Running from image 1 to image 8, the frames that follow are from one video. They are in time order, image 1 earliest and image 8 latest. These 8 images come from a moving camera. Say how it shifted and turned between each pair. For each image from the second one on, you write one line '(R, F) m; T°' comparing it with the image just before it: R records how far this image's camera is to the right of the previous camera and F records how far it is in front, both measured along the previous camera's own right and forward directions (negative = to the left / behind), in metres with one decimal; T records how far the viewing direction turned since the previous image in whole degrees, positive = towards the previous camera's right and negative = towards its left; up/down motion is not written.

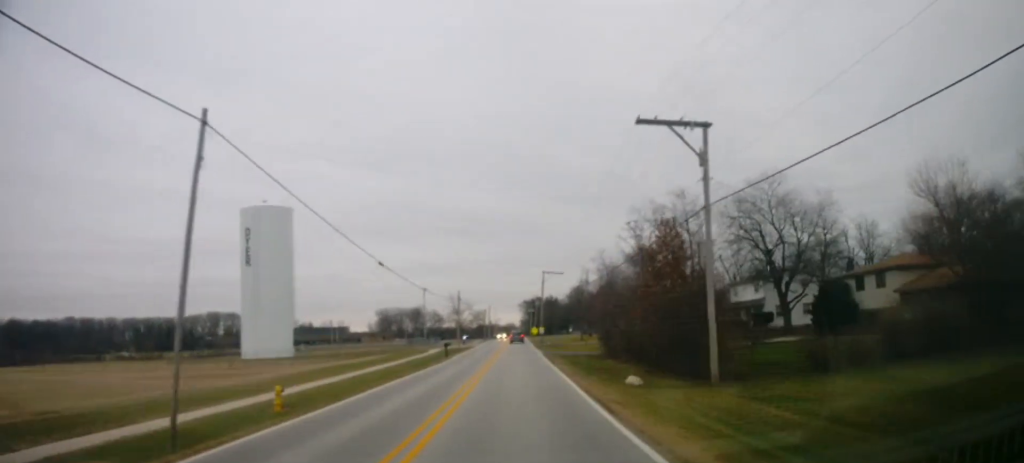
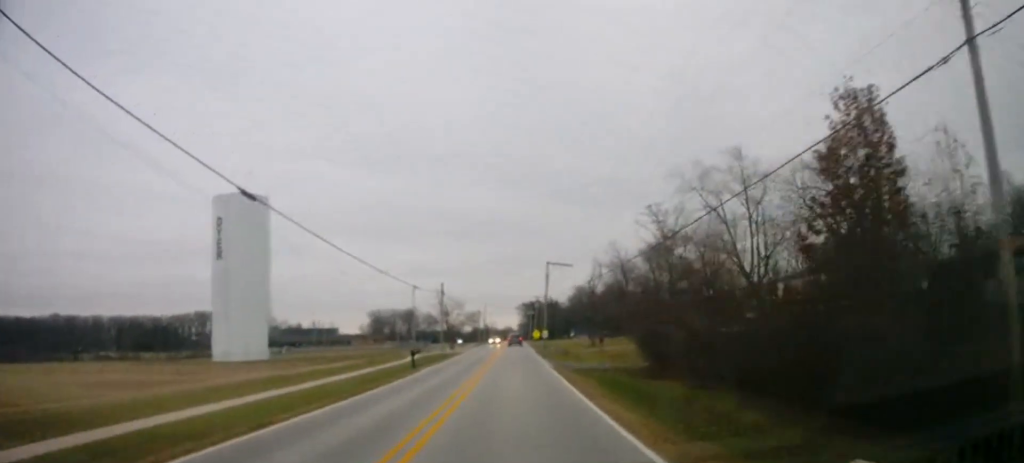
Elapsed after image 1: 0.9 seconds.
(0.0, +15.3) m; 0°
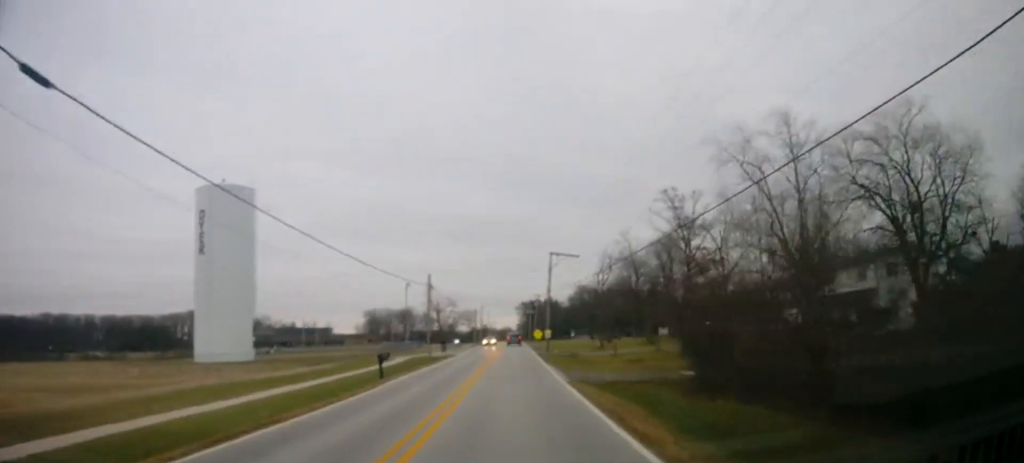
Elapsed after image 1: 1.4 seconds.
(0.0, +8.3) m; 0°
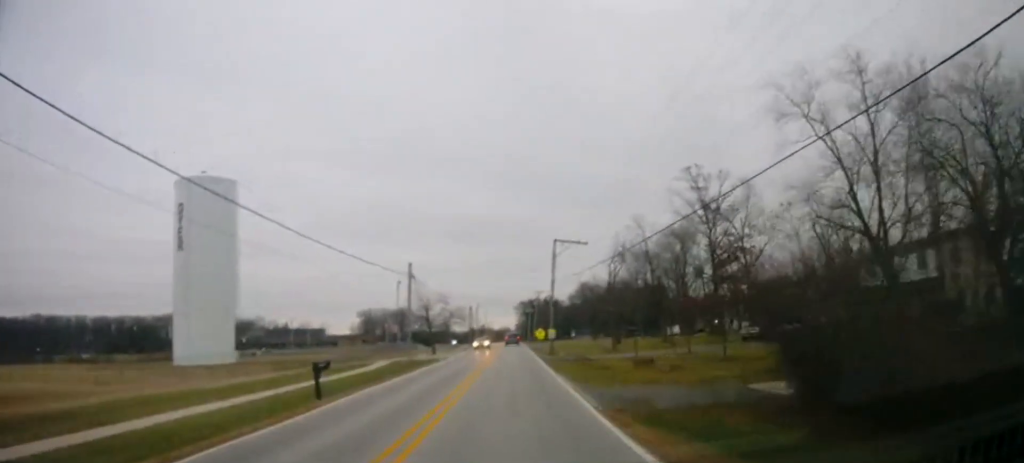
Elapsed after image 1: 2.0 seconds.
(0.0, +8.3) m; 0°
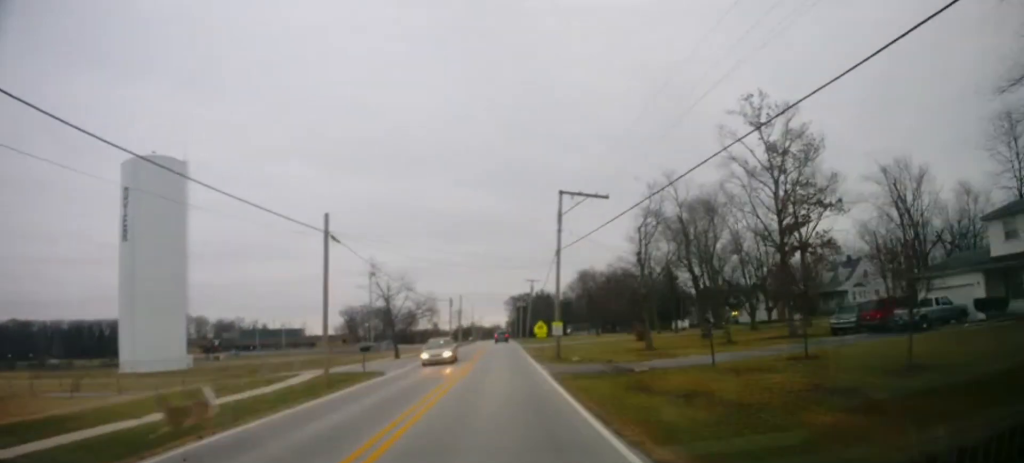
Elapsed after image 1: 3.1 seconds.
(0.0, +16.1) m; 0°
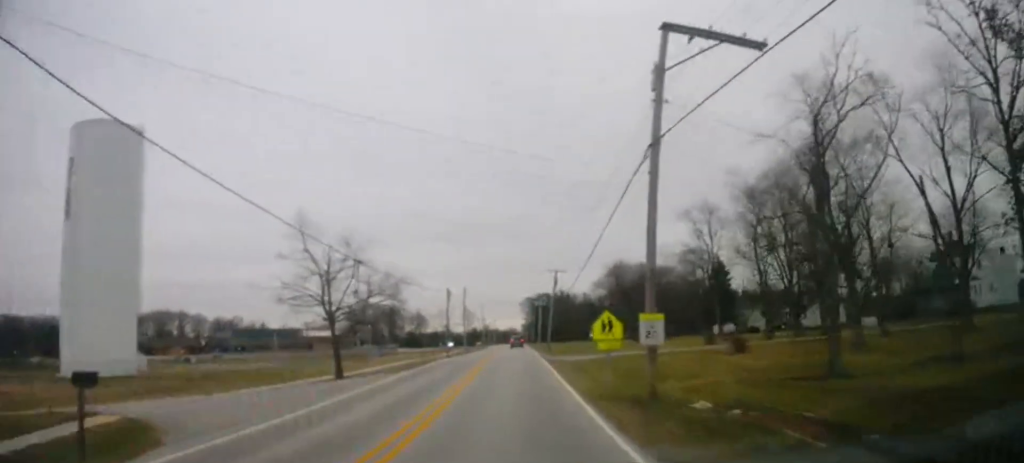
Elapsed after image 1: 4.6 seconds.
(0.0, +21.2) m; 0°
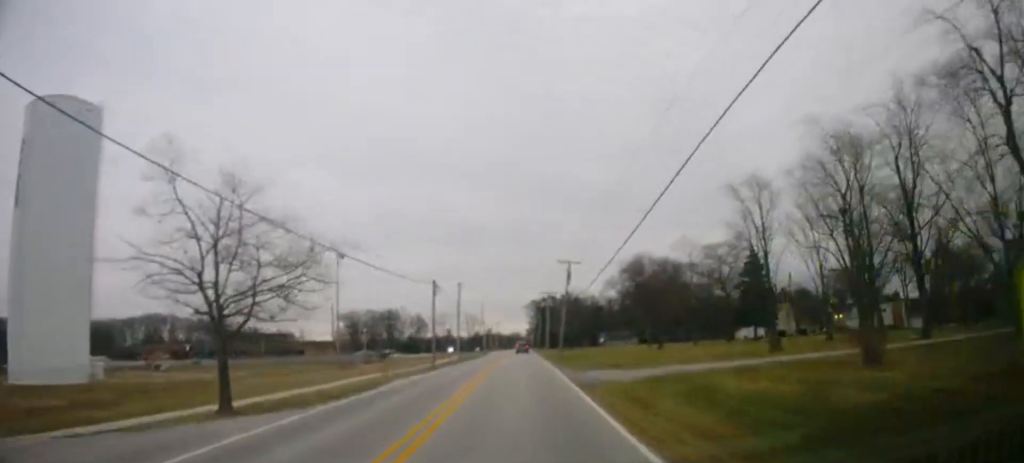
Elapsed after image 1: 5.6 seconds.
(0.0, +13.4) m; 0°
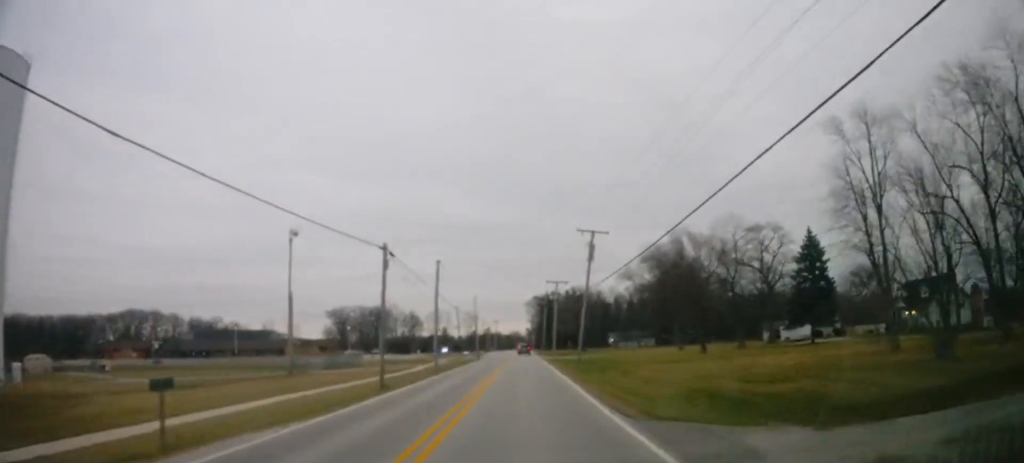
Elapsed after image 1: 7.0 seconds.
(0.0, +18.7) m; 0°
